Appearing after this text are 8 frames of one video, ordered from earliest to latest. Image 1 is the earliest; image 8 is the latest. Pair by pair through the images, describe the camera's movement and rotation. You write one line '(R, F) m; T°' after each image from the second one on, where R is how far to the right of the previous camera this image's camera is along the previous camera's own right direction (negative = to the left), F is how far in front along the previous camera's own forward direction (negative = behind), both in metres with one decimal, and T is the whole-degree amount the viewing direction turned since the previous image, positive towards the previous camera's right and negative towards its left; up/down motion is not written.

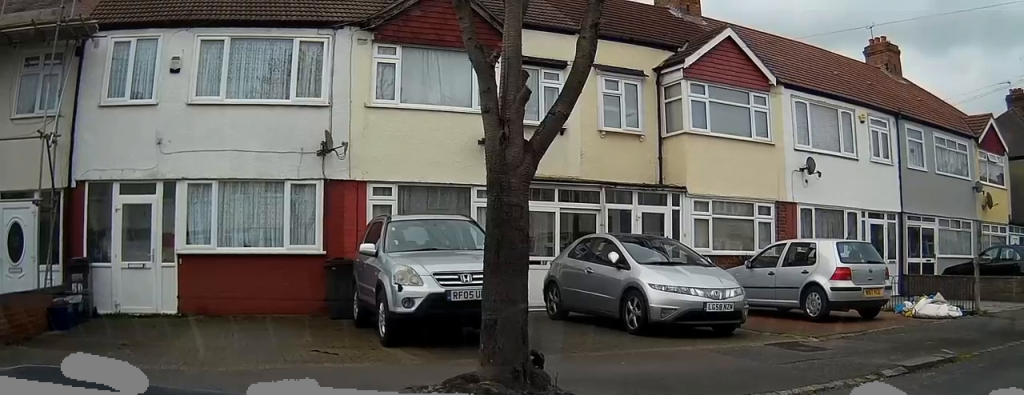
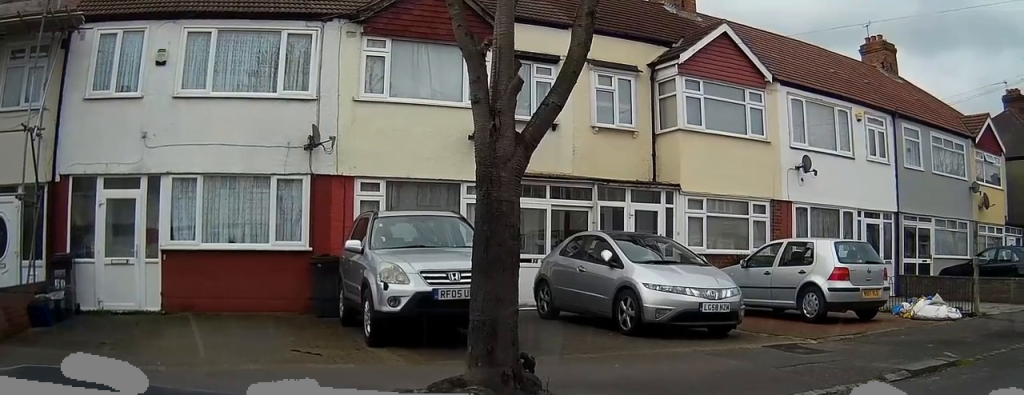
(-0.1, +0.1) m; 0°
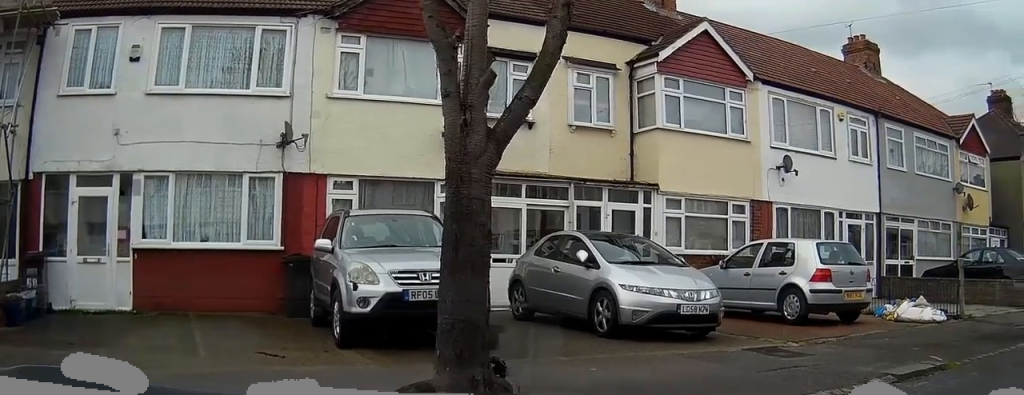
(-0.2, +0.1) m; 0°
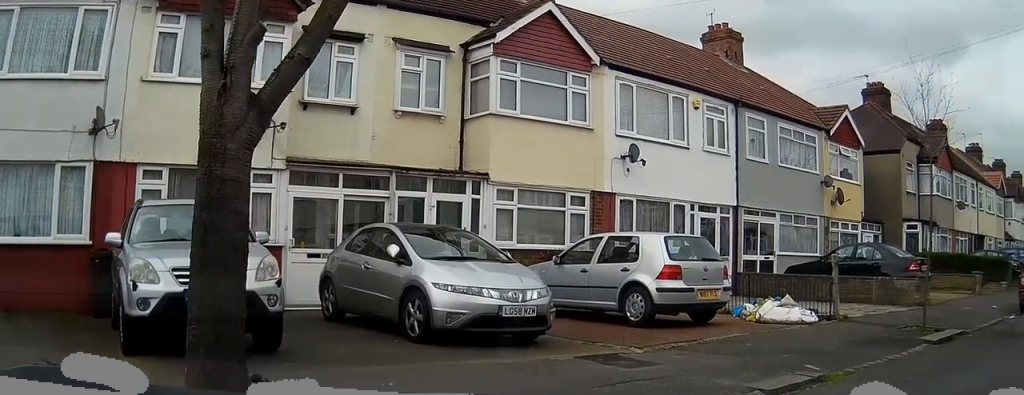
(-0.9, +1.0) m; 0°
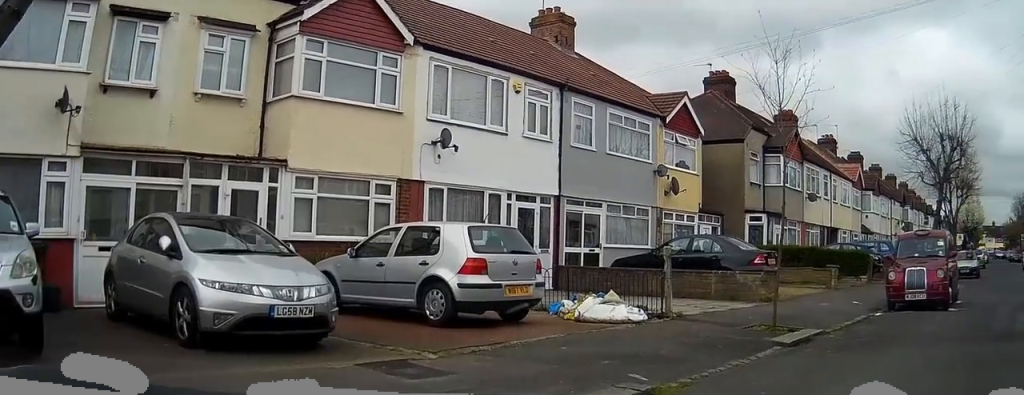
(-0.2, +1.2) m; 0°
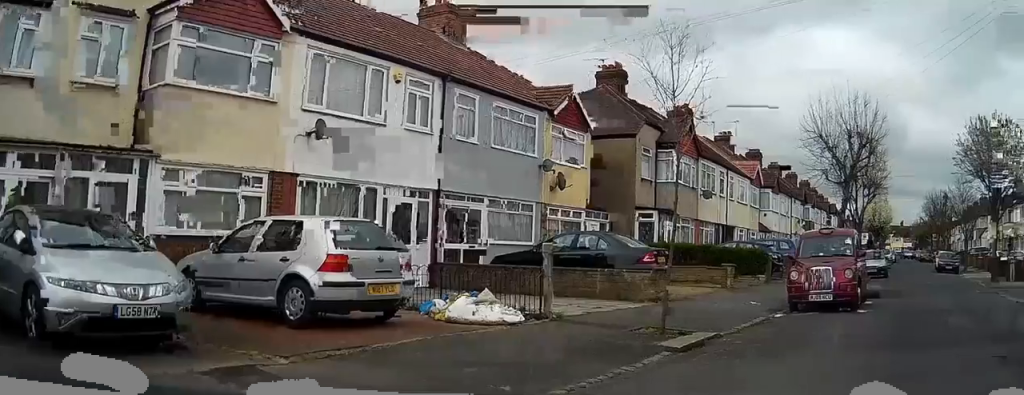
(0.0, +0.8) m; +1°
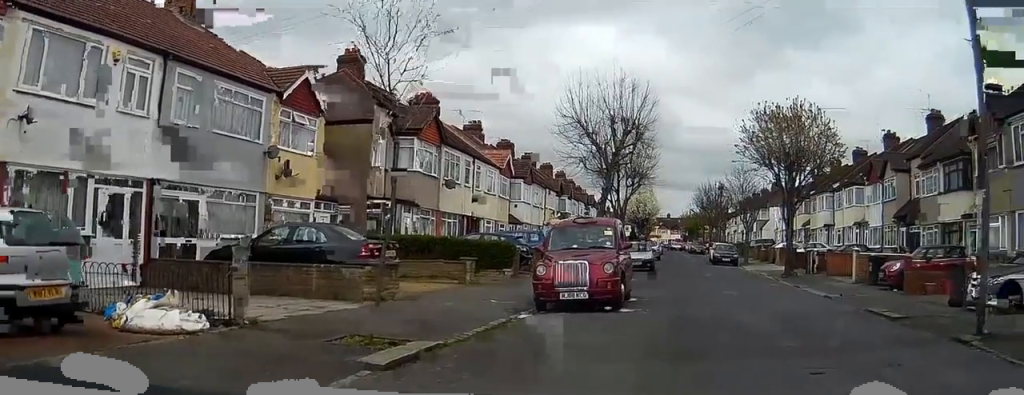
(+0.1, +2.0) m; +10°
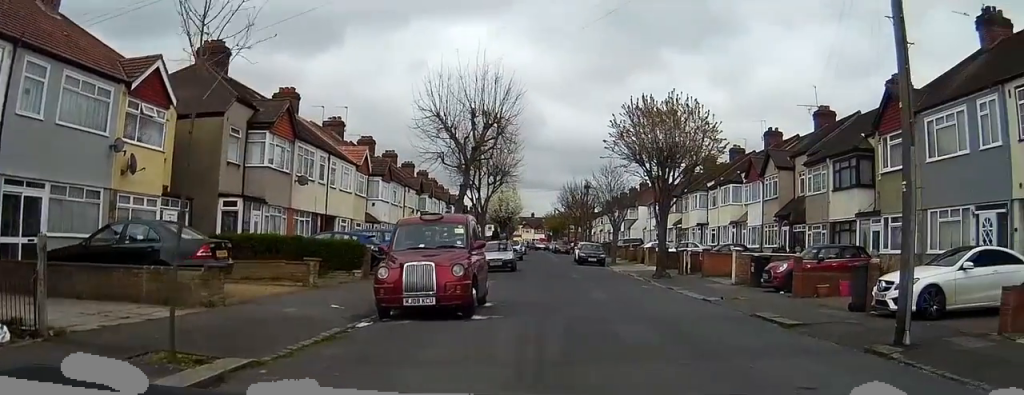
(+0.1, +1.5) m; +5°
